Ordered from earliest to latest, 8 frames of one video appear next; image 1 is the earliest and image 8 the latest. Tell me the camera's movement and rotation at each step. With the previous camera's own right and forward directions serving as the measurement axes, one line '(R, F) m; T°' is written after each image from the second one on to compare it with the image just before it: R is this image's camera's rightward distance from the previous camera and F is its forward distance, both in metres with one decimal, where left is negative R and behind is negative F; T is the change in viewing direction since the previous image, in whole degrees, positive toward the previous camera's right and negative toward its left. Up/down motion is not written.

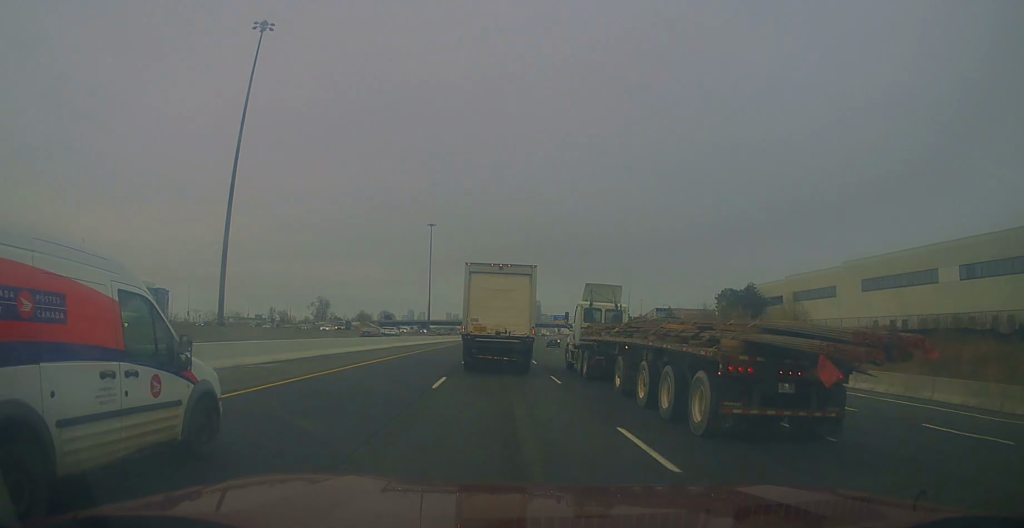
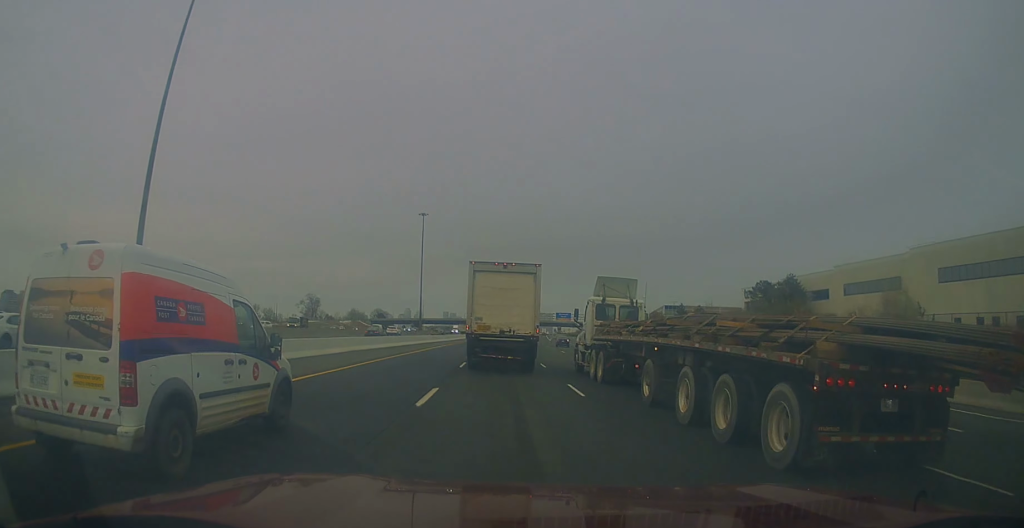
(0.0, +16.4) m; 0°
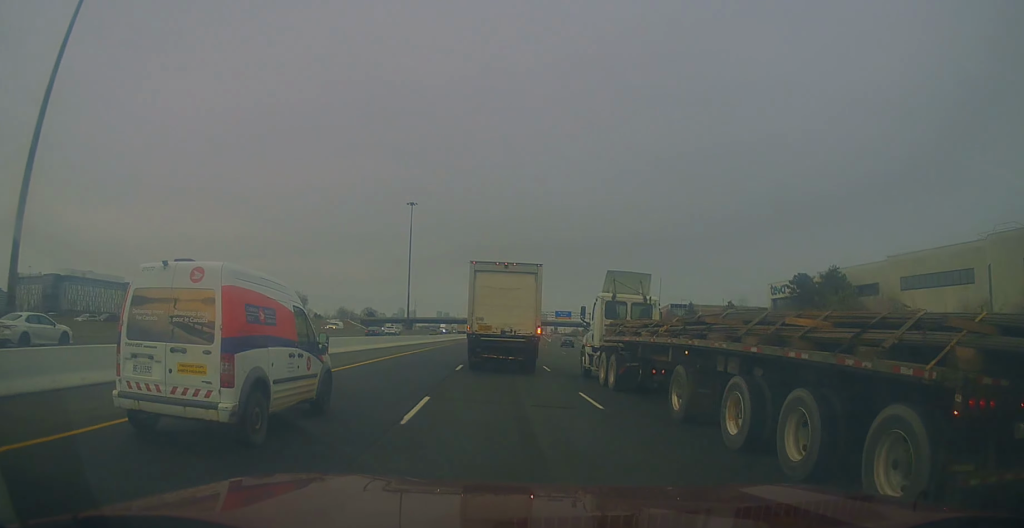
(-0.2, +14.5) m; +1°
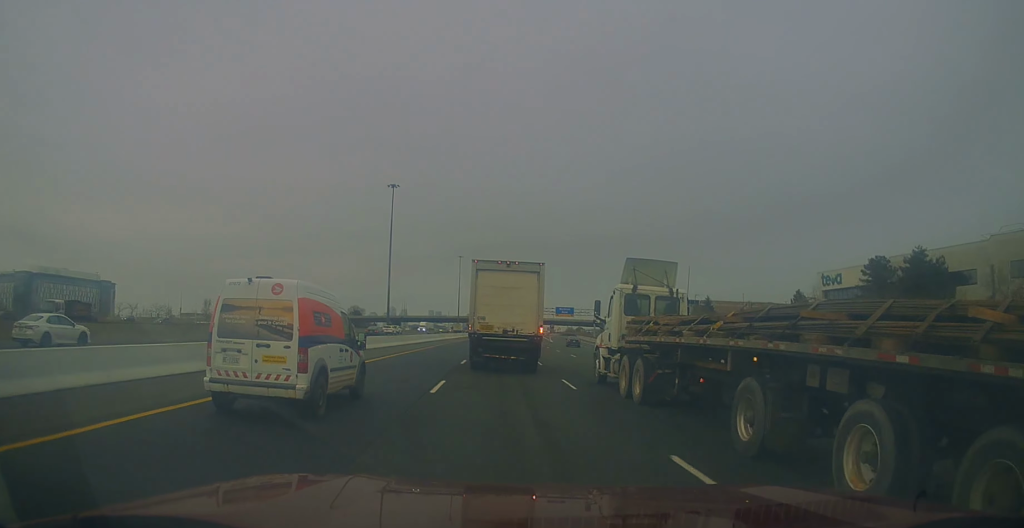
(+0.3, +20.3) m; +2°
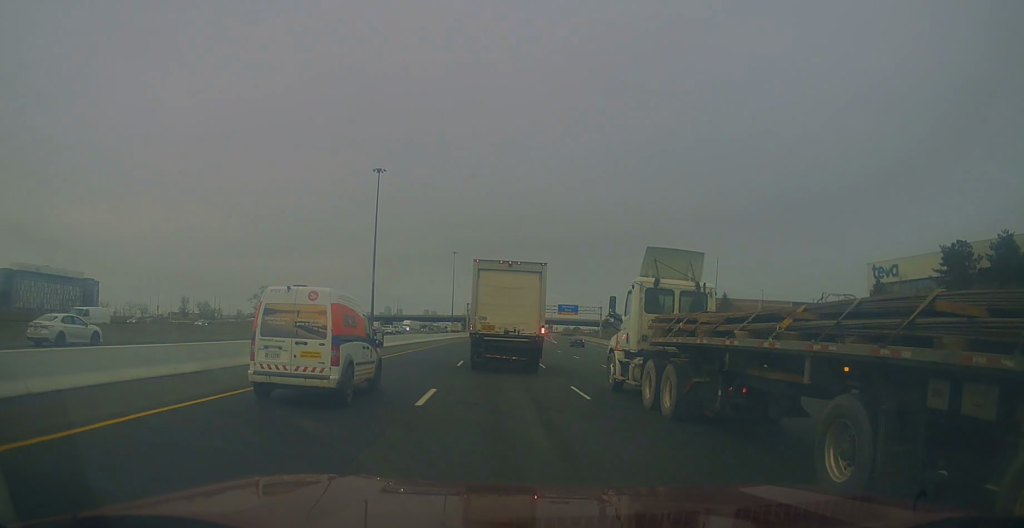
(+0.1, +14.5) m; +1°
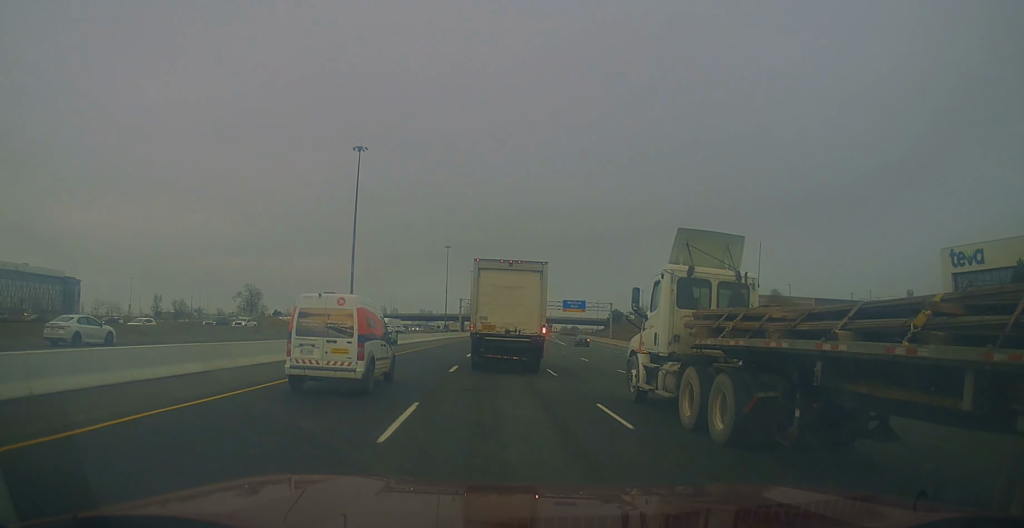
(+0.3, +16.4) m; 0°
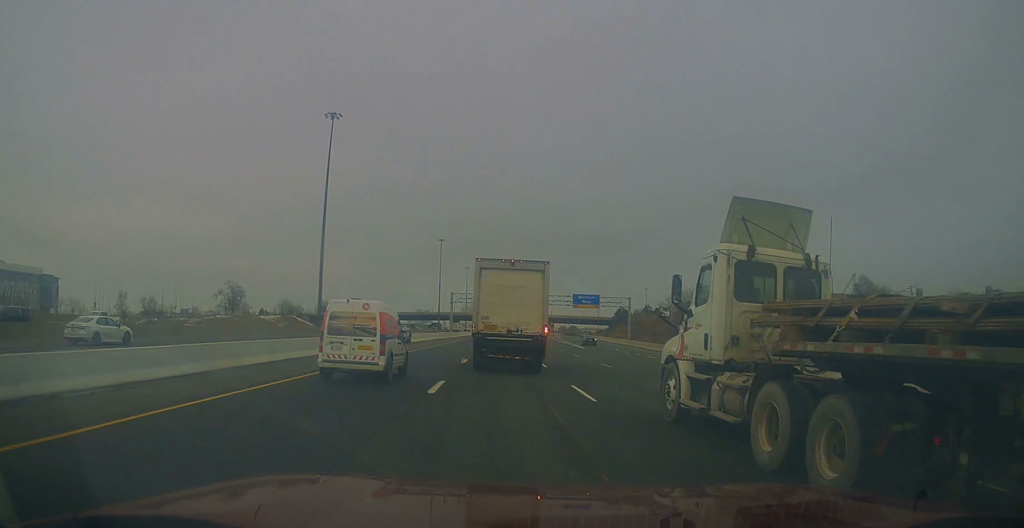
(+0.1, +19.2) m; 0°
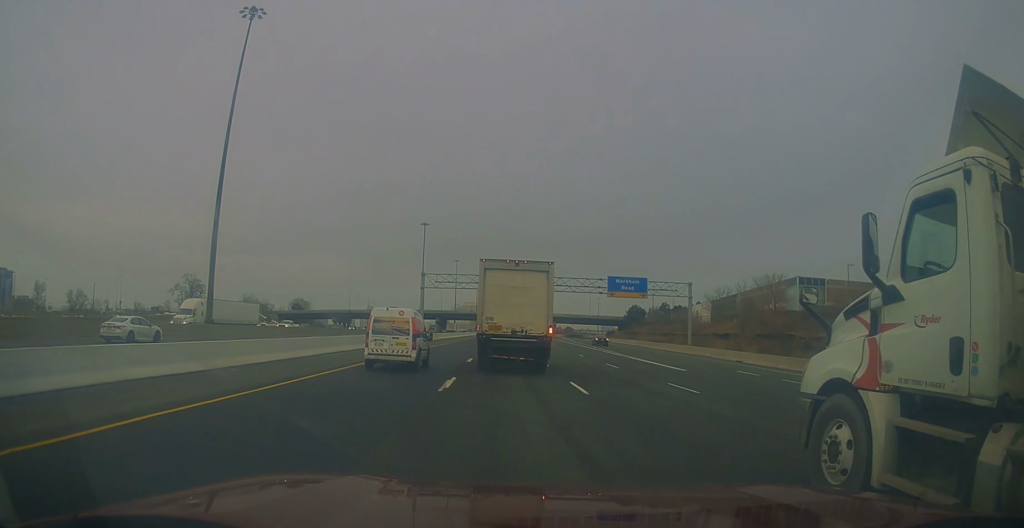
(-0.5, +36.3) m; 0°
